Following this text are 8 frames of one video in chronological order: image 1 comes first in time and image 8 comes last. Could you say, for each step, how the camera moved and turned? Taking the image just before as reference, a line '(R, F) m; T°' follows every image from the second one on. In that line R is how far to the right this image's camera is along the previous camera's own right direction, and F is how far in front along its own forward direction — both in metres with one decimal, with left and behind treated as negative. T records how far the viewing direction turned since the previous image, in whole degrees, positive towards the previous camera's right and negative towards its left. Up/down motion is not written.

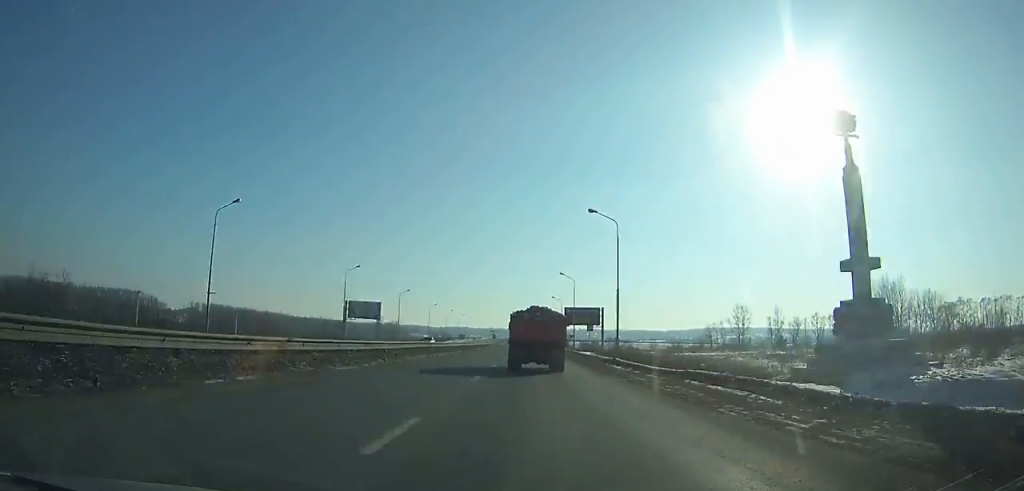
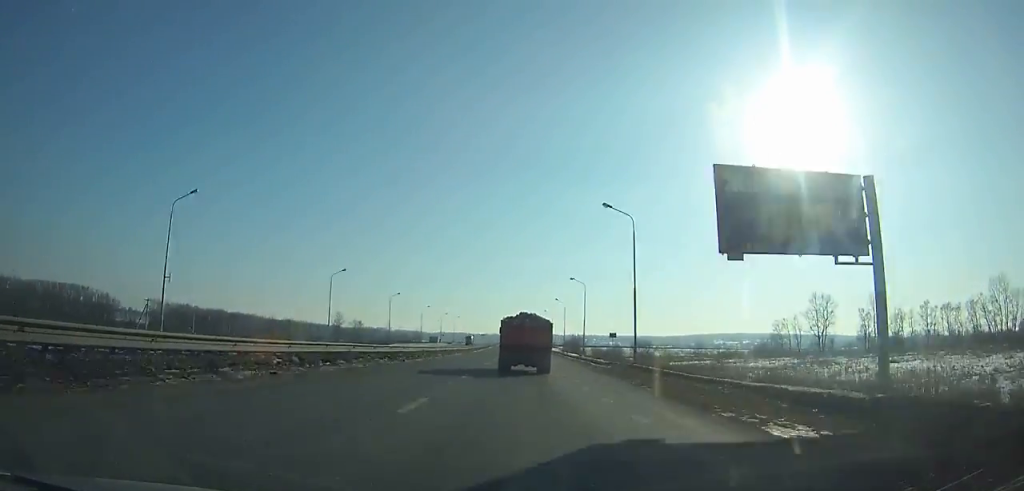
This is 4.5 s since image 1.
(+0.3, +80.3) m; 0°
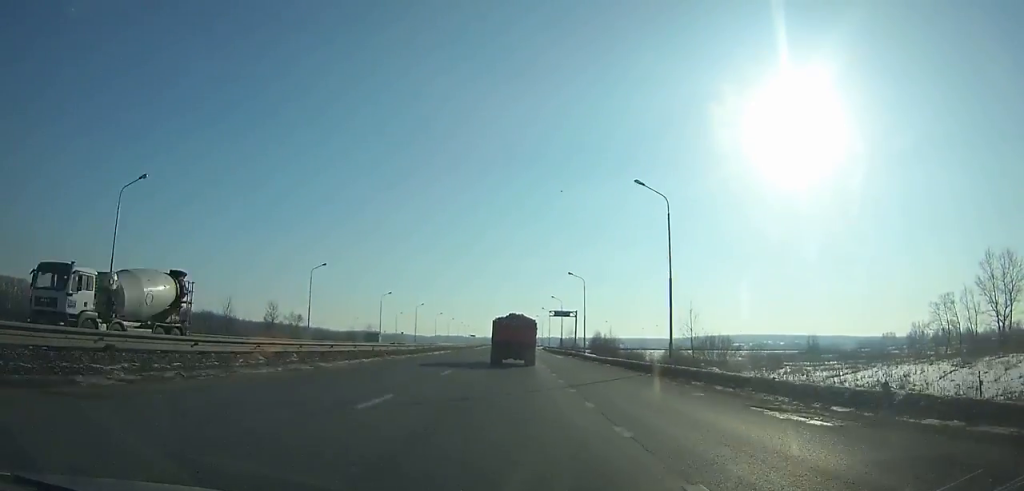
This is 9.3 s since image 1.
(0.0, +83.8) m; 0°
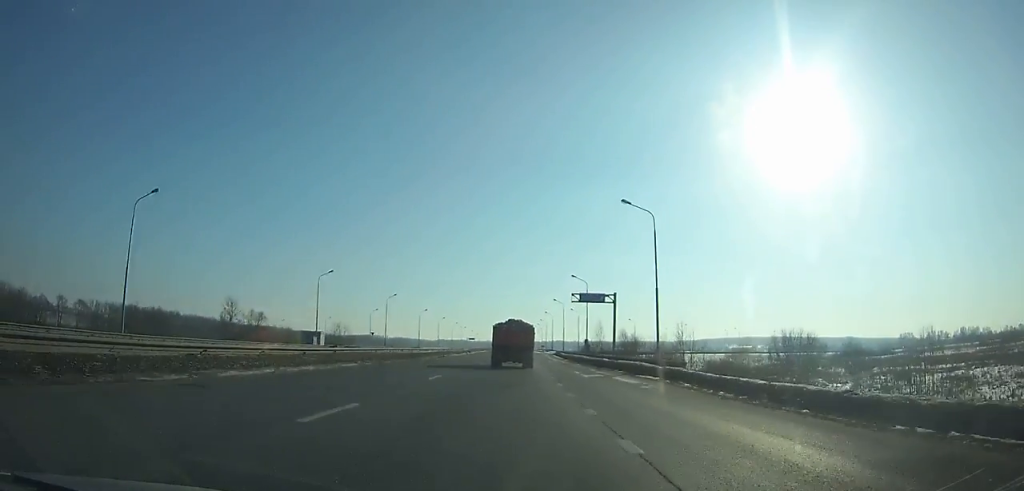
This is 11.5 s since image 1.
(-0.1, +37.9) m; 0°
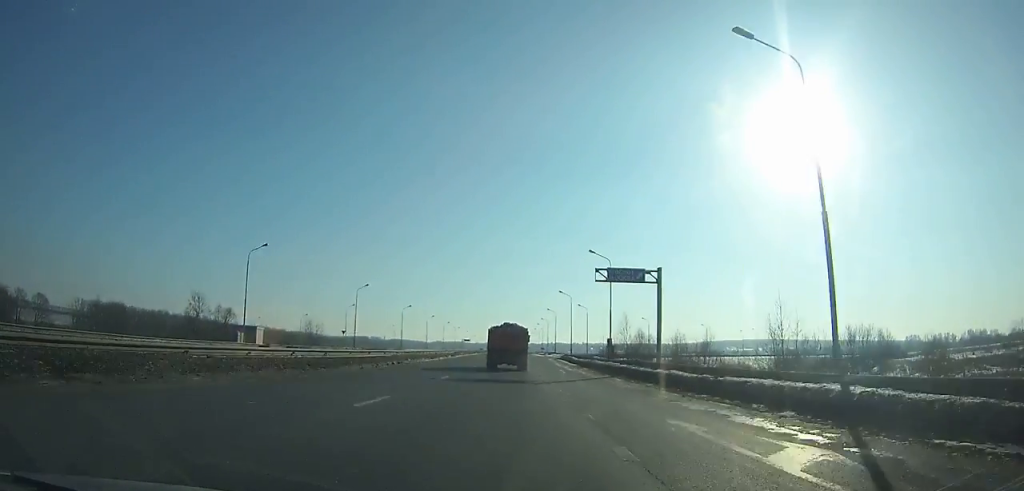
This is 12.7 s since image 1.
(0.0, +20.6) m; 0°
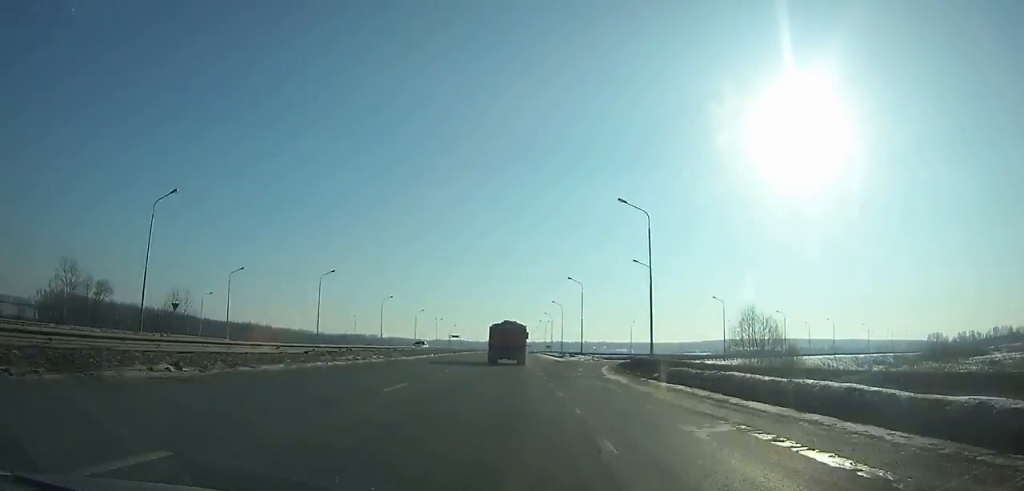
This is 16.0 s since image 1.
(0.0, +56.0) m; 0°
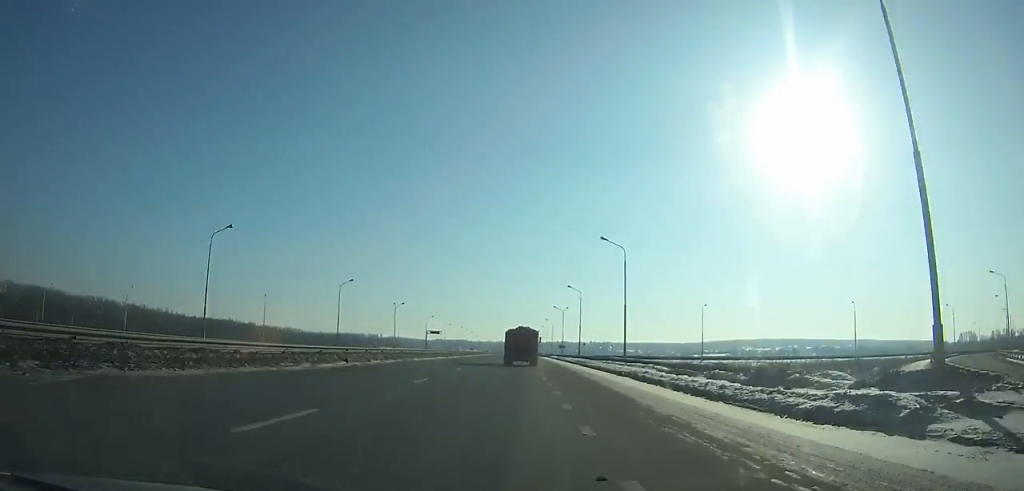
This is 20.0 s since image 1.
(-0.2, +66.4) m; 0°
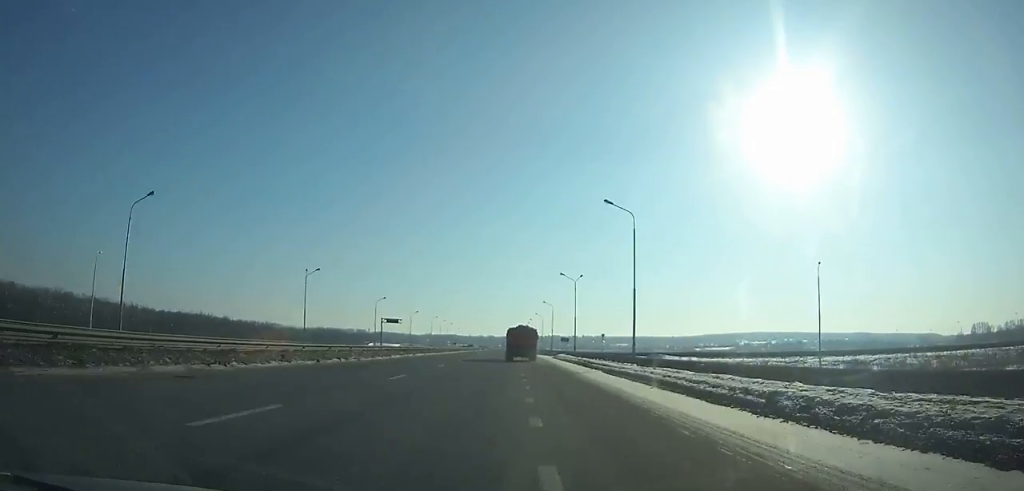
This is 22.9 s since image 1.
(0.0, +47.7) m; 0°
